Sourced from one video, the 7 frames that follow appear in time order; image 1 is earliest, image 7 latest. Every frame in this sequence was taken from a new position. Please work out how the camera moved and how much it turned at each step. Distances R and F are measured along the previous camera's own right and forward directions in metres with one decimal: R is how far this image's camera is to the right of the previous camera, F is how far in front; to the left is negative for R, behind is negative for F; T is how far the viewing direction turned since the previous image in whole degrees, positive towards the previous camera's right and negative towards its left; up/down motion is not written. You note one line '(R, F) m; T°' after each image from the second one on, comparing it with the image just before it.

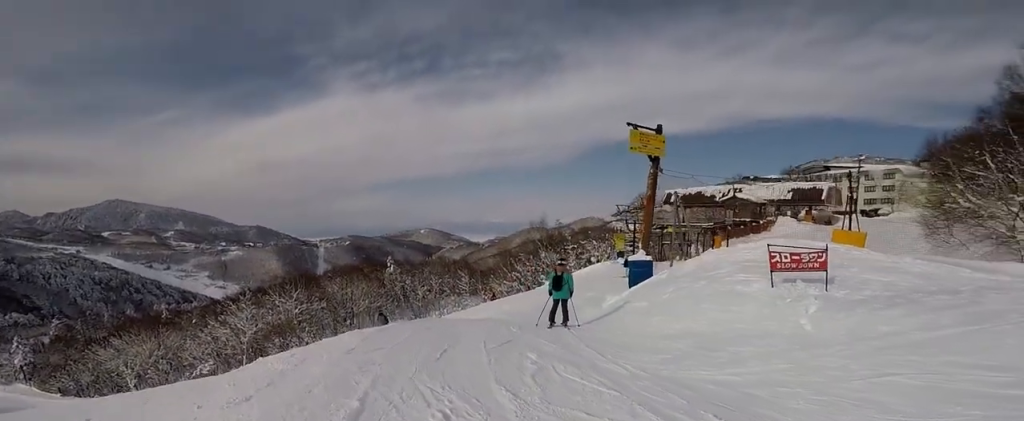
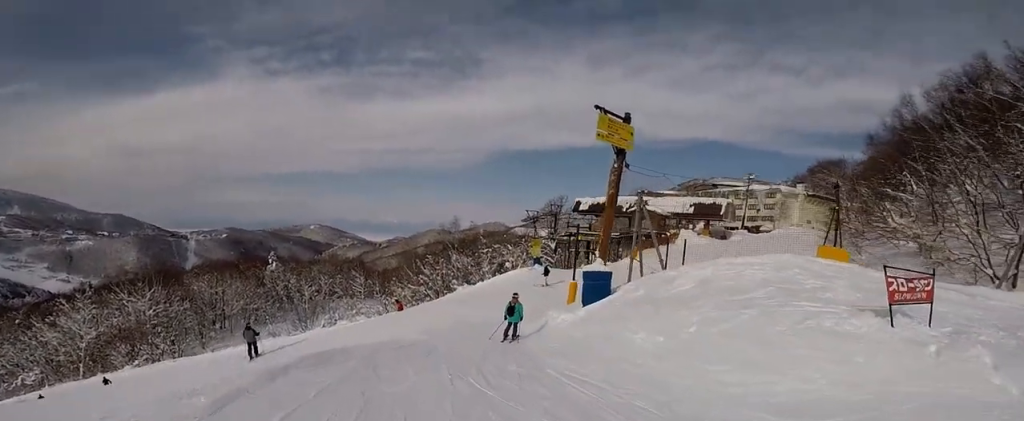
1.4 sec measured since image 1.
(+2.4, +3.9) m; +26°
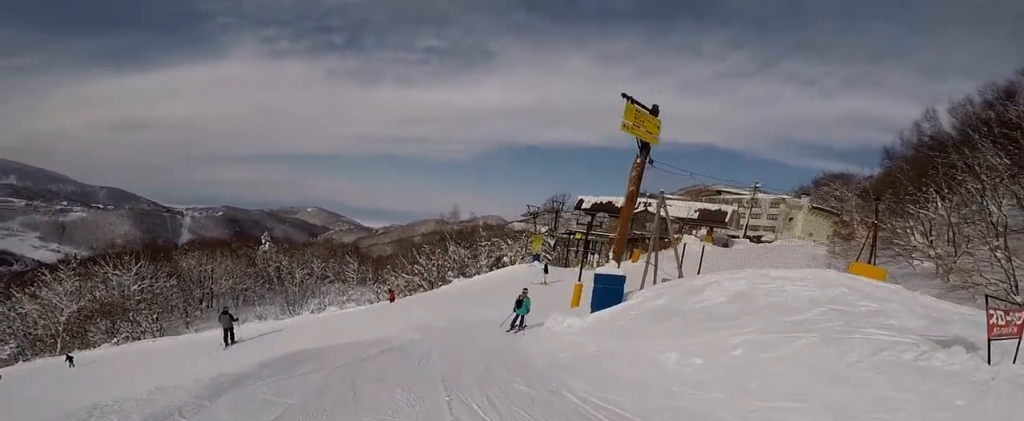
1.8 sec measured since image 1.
(-0.5, +1.5) m; -3°
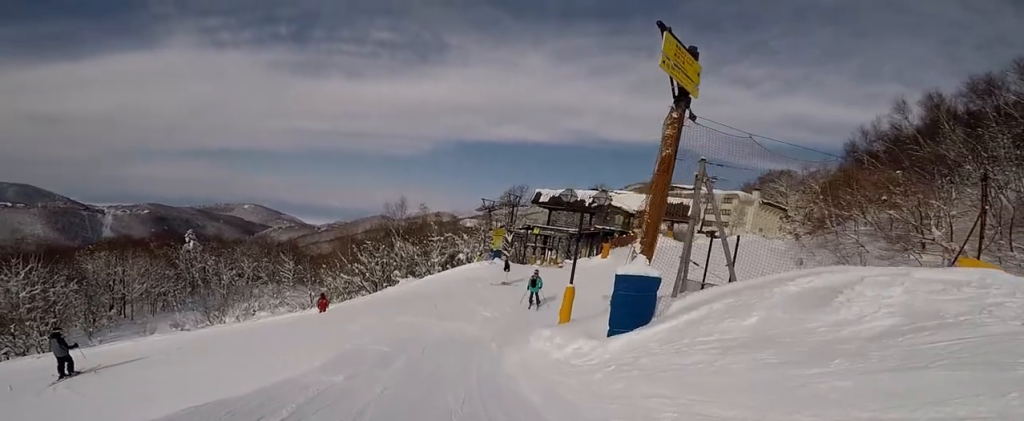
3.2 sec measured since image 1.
(-0.2, +5.7) m; +10°
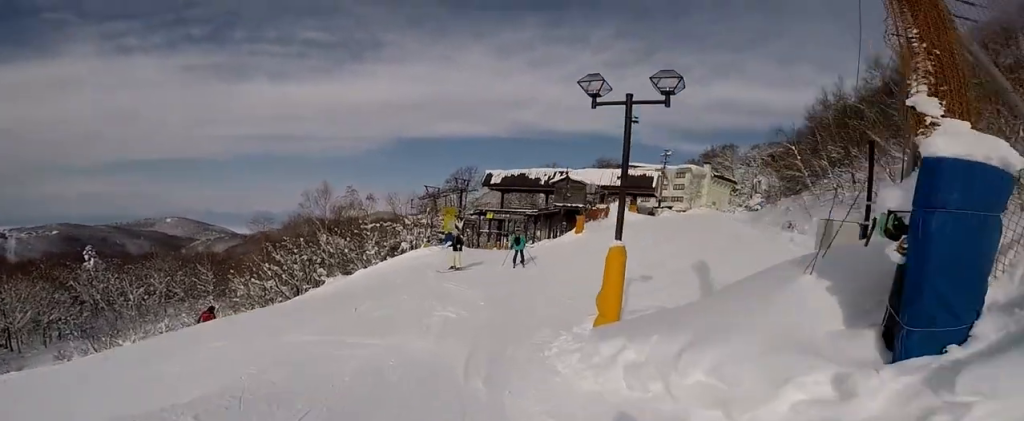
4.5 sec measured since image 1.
(+0.7, +6.2) m; +2°
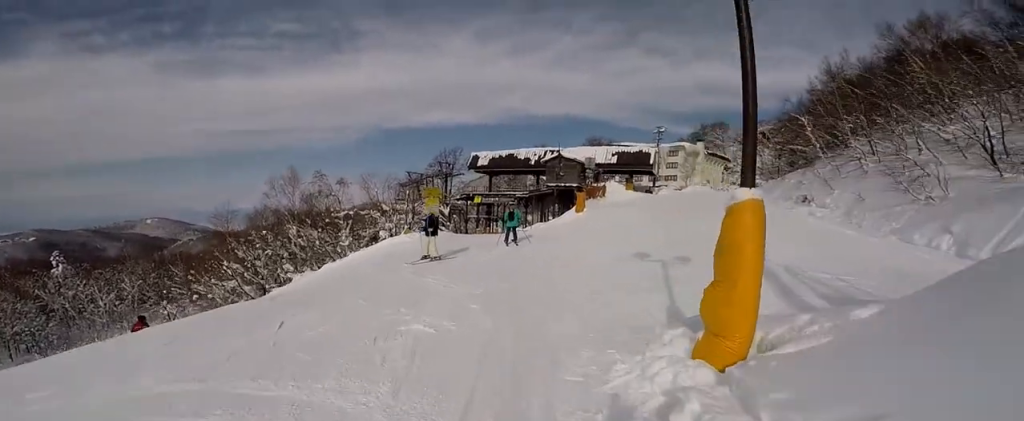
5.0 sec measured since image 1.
(-0.4, +2.6) m; 0°
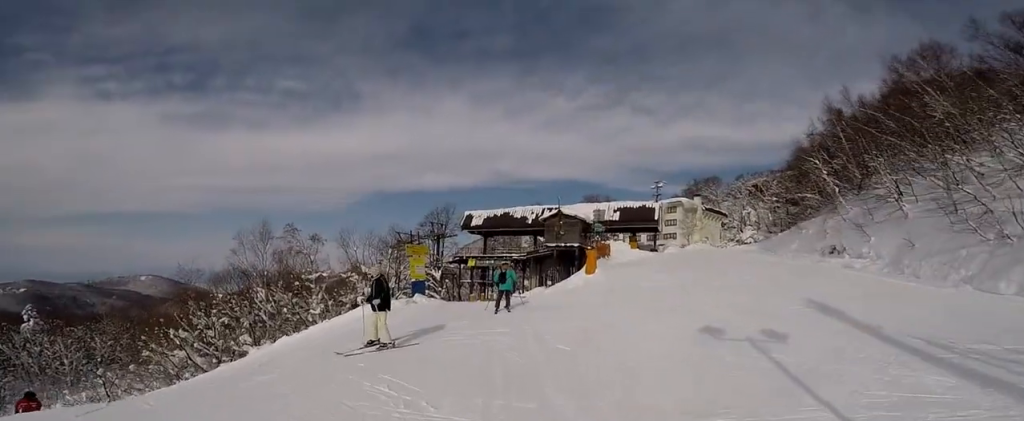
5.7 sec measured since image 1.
(0.0, +3.0) m; 0°
